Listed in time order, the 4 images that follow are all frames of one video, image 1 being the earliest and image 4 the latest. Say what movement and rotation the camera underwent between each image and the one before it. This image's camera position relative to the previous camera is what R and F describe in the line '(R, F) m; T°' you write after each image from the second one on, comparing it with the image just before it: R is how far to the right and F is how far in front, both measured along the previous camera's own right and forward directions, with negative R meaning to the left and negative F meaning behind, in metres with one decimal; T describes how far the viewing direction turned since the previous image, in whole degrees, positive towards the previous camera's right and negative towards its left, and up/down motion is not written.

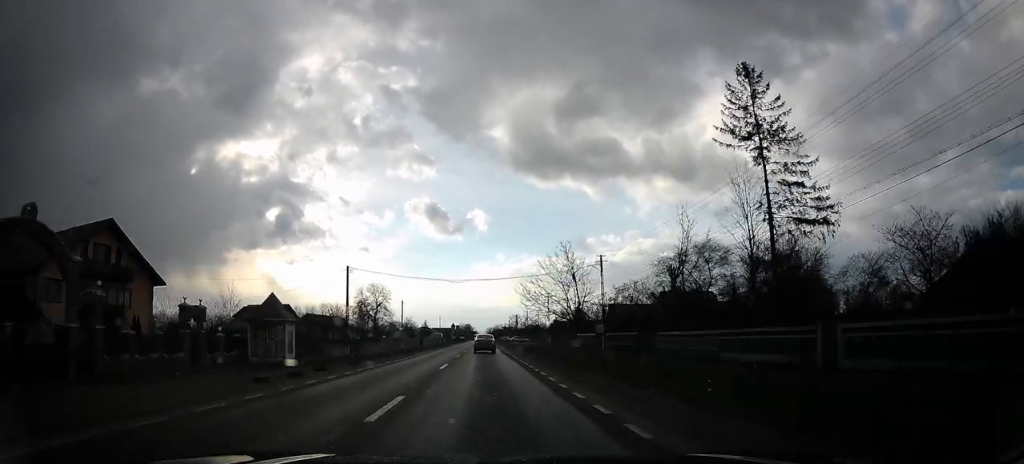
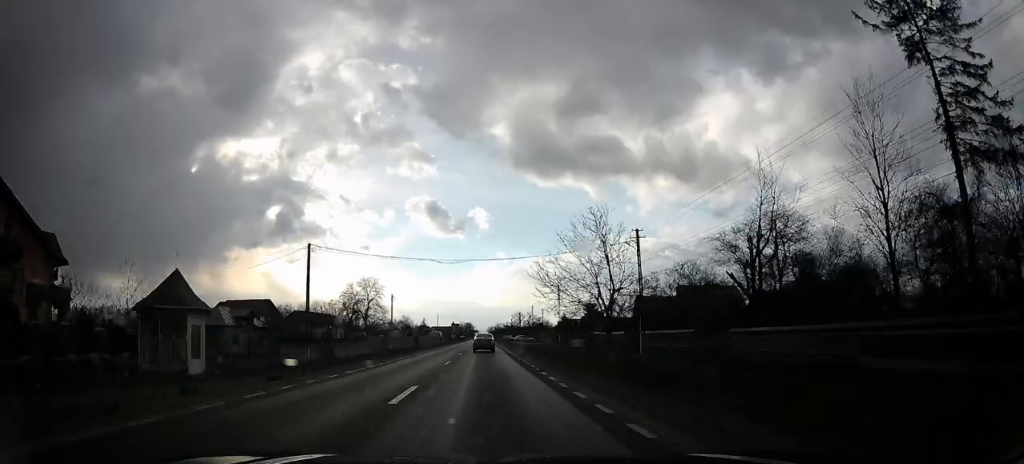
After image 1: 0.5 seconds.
(0.0, +10.4) m; 0°
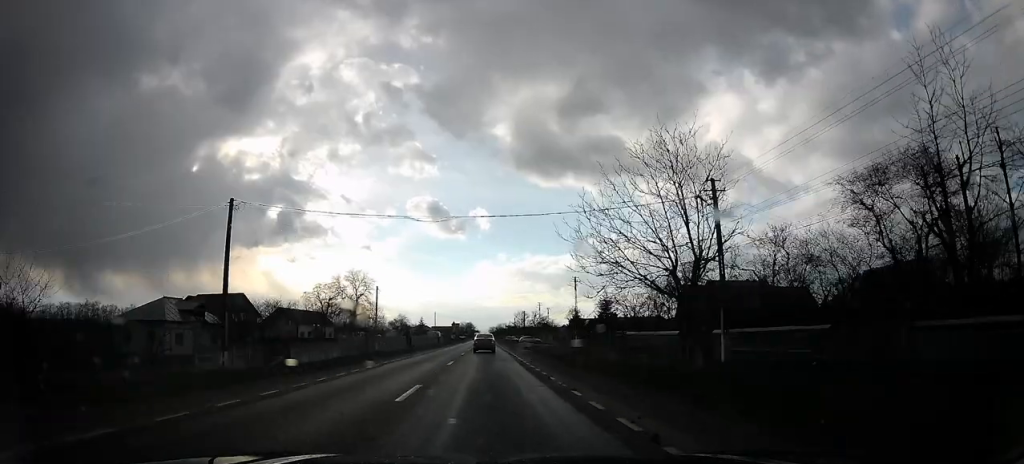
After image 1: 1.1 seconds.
(0.0, +11.7) m; 0°
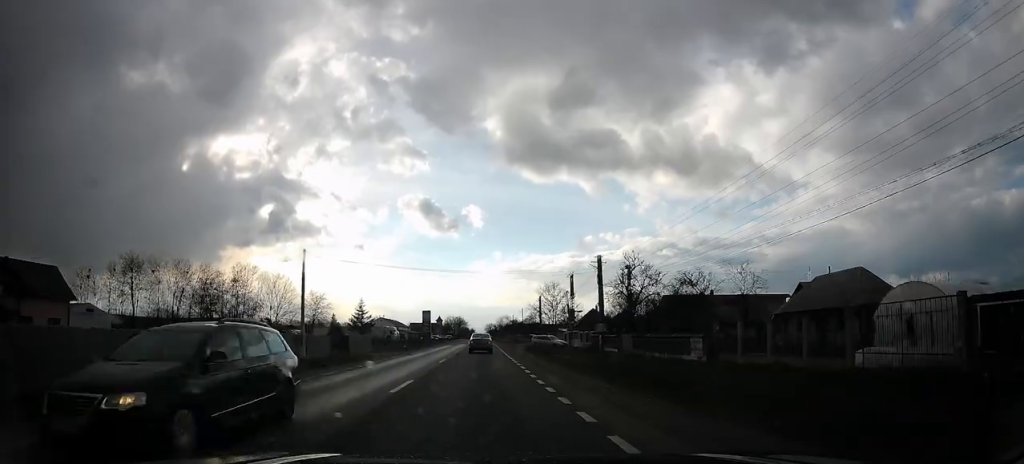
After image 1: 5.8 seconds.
(0.0, +95.7) m; 0°
